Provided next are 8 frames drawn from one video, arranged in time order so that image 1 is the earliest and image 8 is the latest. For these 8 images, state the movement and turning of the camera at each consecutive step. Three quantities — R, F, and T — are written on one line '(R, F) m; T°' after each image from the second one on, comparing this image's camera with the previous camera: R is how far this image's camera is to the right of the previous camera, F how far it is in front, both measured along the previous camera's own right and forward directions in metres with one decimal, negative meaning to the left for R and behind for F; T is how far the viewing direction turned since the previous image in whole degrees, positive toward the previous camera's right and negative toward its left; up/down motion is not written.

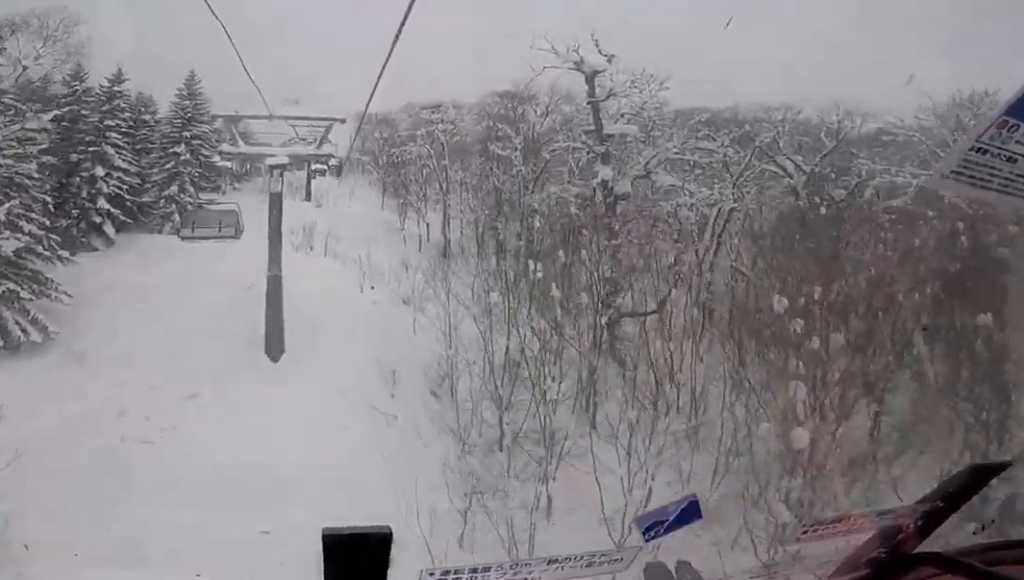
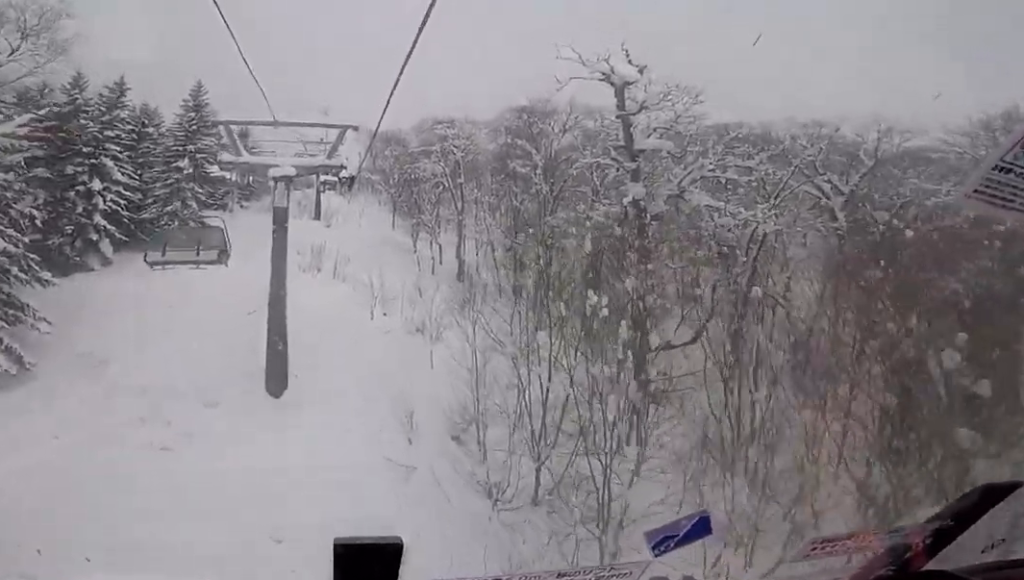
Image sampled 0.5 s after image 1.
(+0.4, +1.9) m; +1°
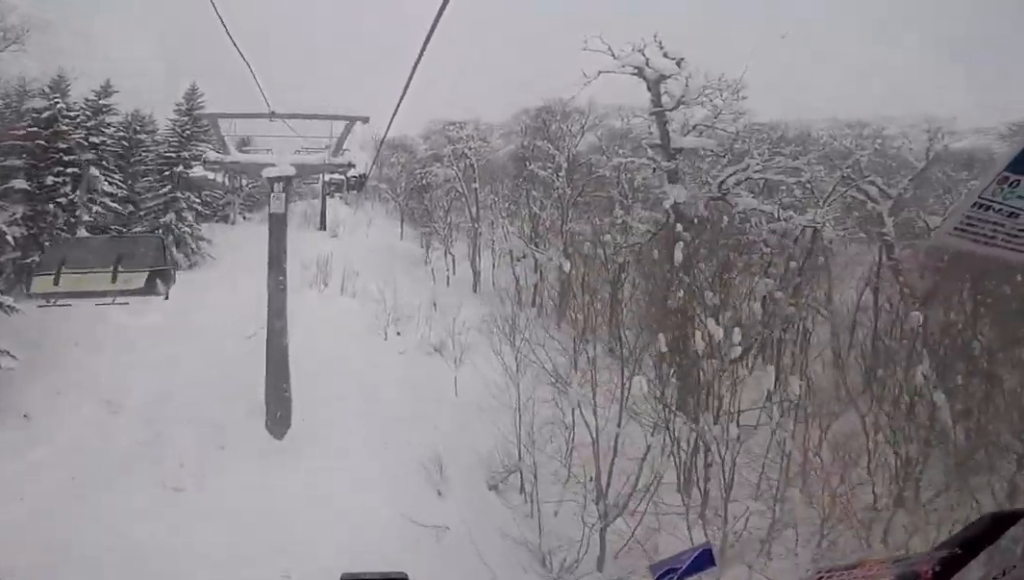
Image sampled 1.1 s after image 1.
(-0.2, +2.6) m; 0°
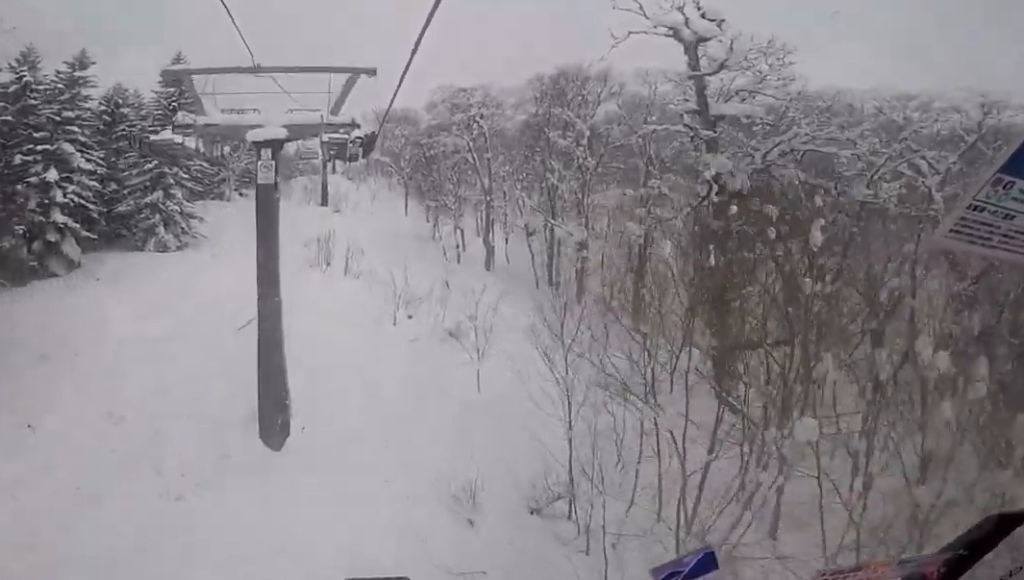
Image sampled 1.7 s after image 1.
(-0.4, +2.5) m; -1°
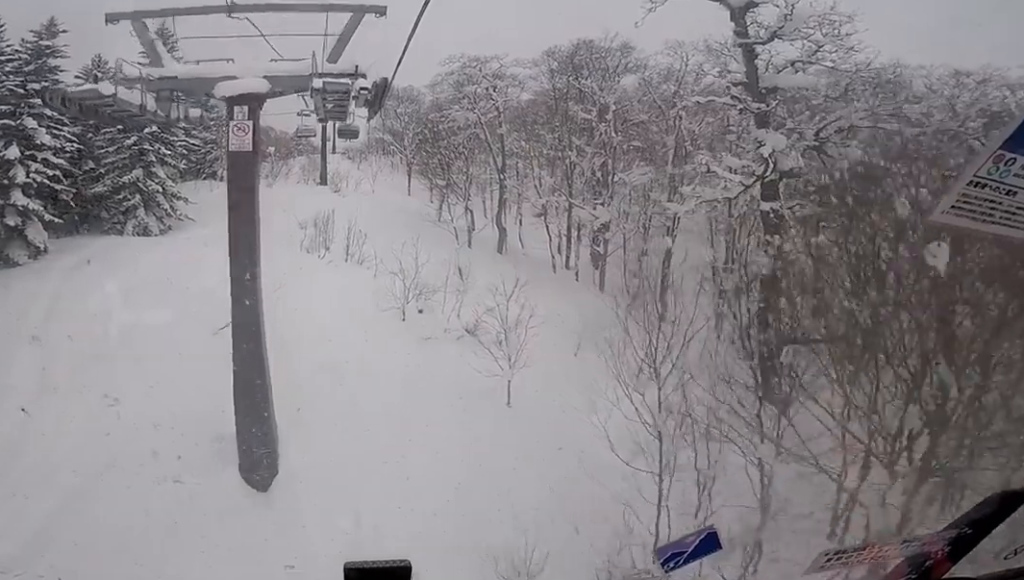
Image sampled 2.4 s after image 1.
(+0.4, +3.0) m; 0°
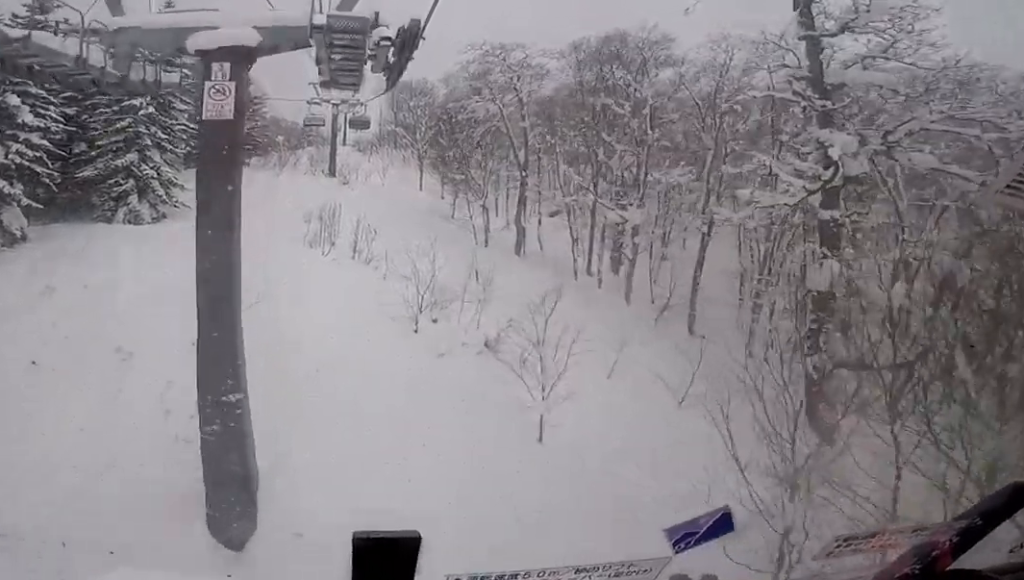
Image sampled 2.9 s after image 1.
(0.0, +2.2) m; -2°
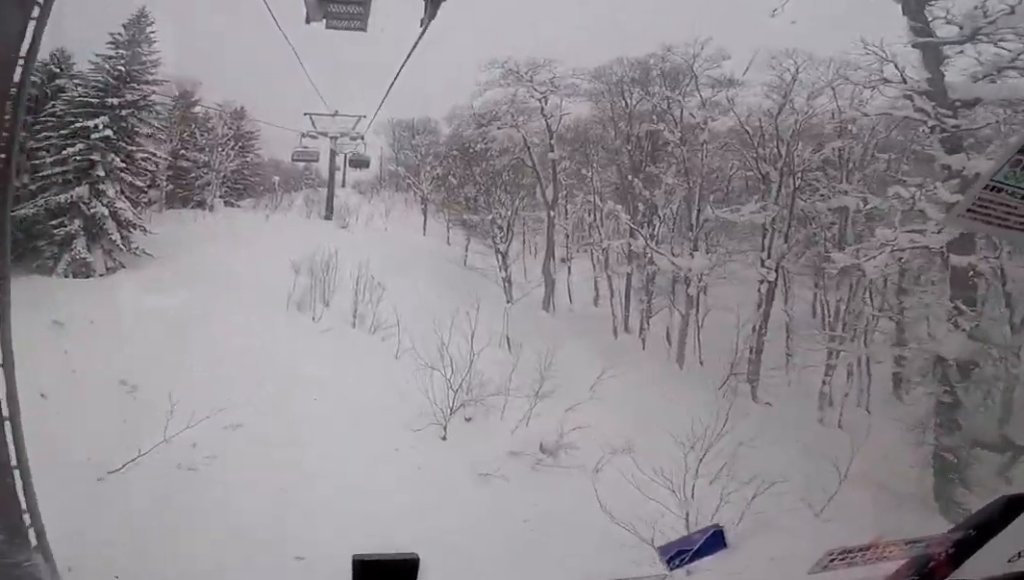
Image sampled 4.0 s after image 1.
(-0.6, +4.8) m; -4°
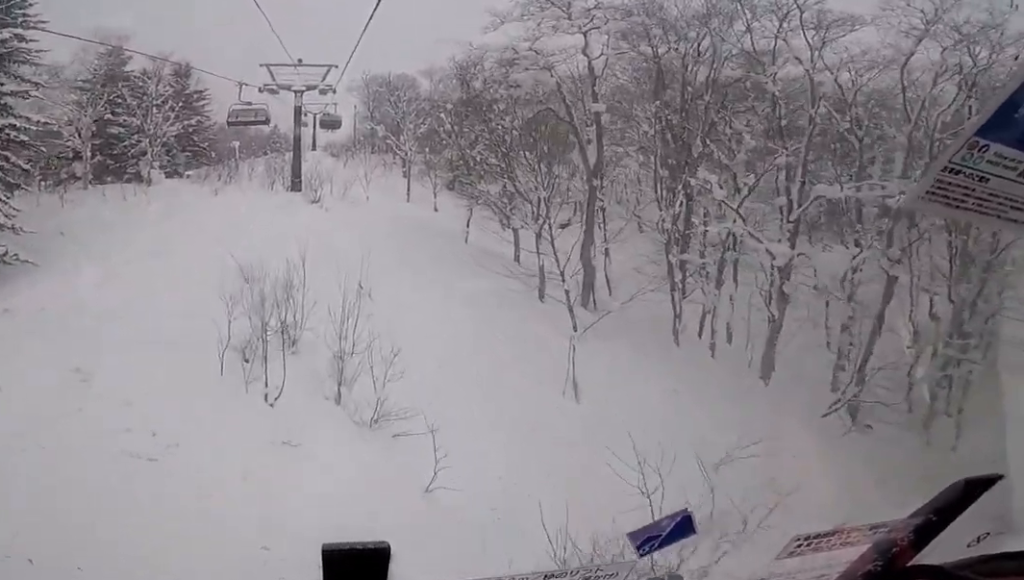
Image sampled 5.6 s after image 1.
(+0.9, +7.0) m; +6°
